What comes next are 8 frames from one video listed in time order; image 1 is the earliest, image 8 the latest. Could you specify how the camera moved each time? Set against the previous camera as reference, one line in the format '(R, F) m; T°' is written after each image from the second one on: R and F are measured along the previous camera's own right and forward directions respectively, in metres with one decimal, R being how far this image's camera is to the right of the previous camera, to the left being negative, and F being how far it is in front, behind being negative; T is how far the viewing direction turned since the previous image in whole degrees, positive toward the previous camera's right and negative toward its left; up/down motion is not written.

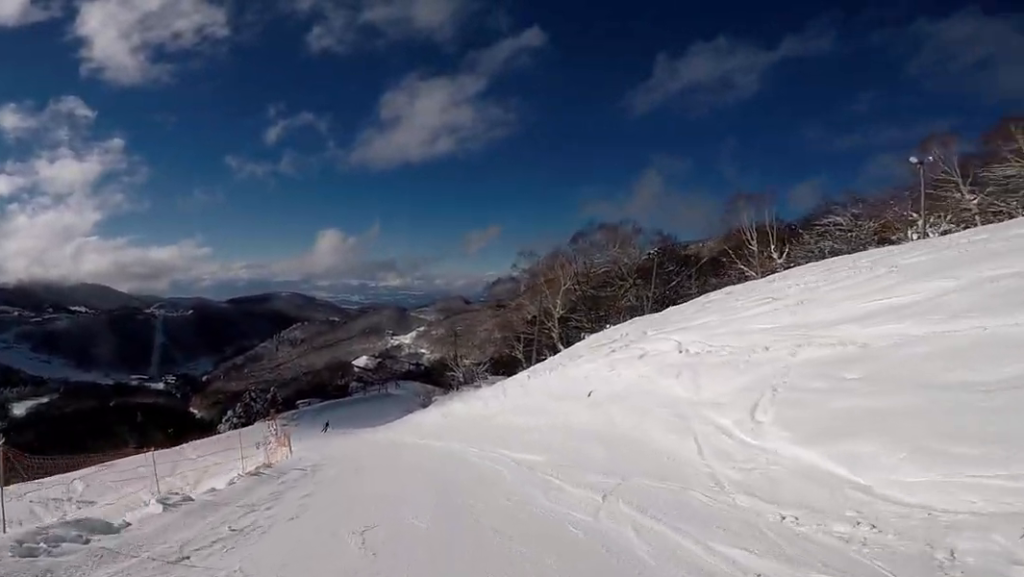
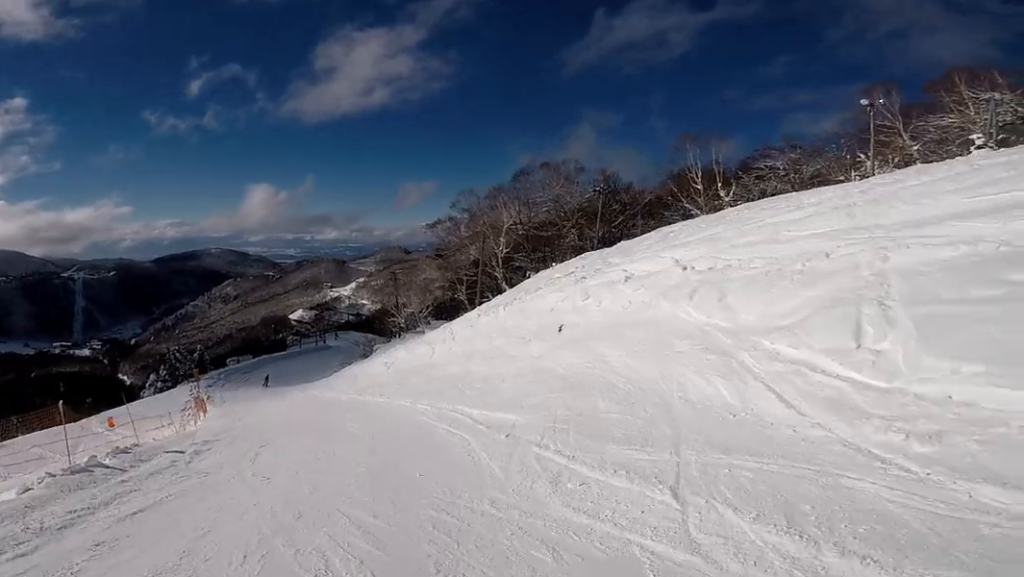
(+0.5, +3.9) m; -4°
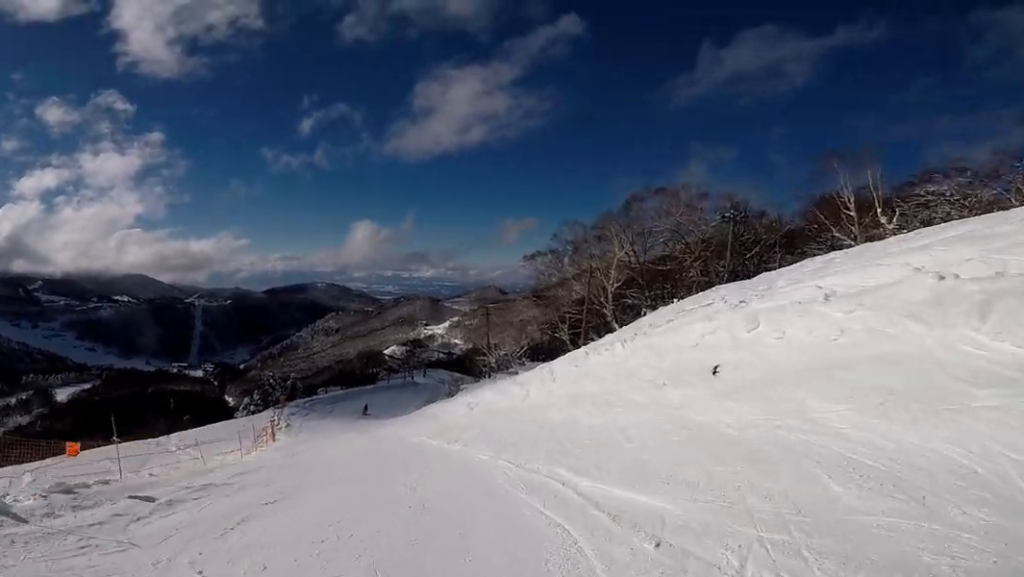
(-0.7, +3.4) m; -7°
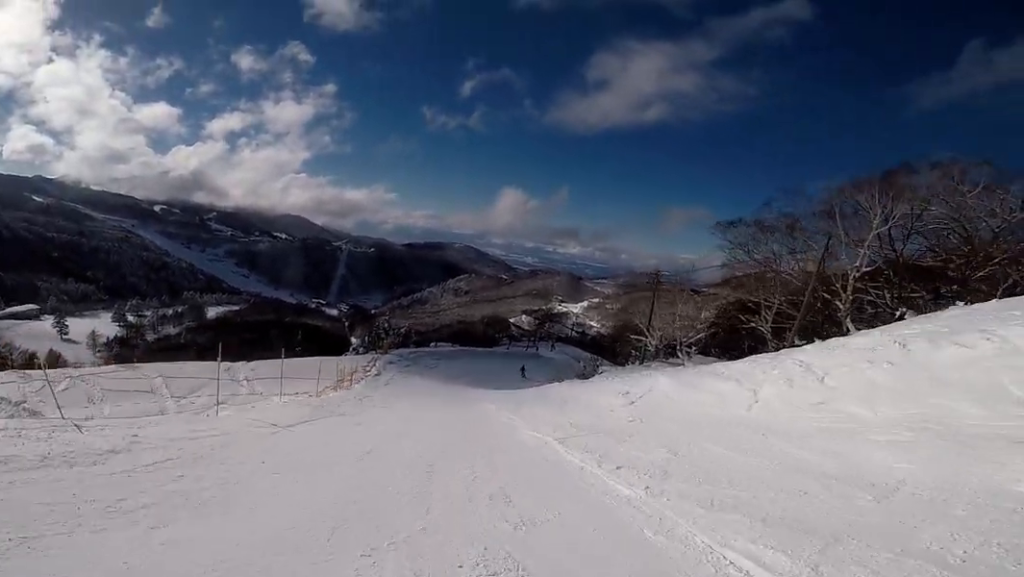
(-0.7, +8.0) m; -5°
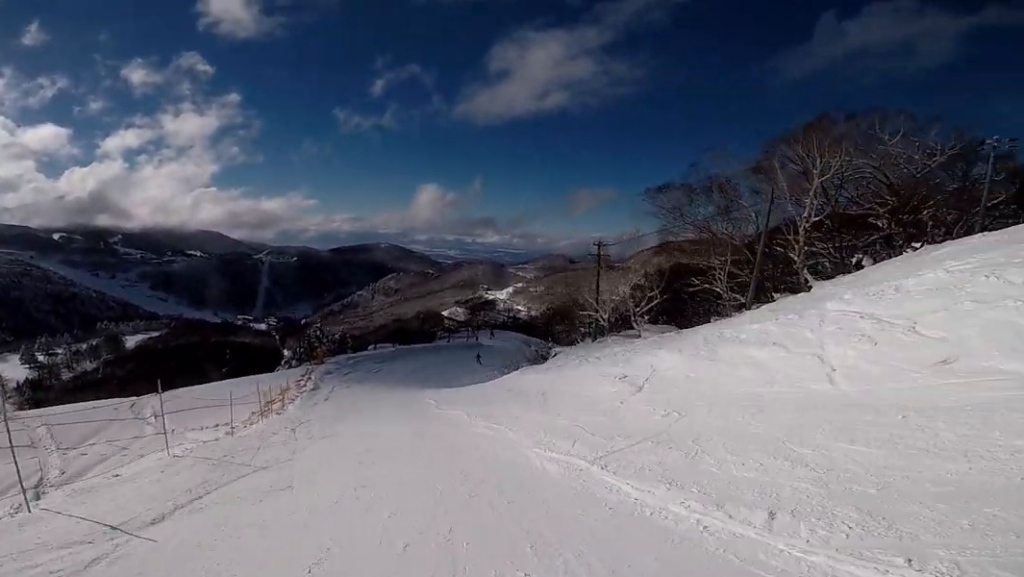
(0.0, +3.9) m; 0°
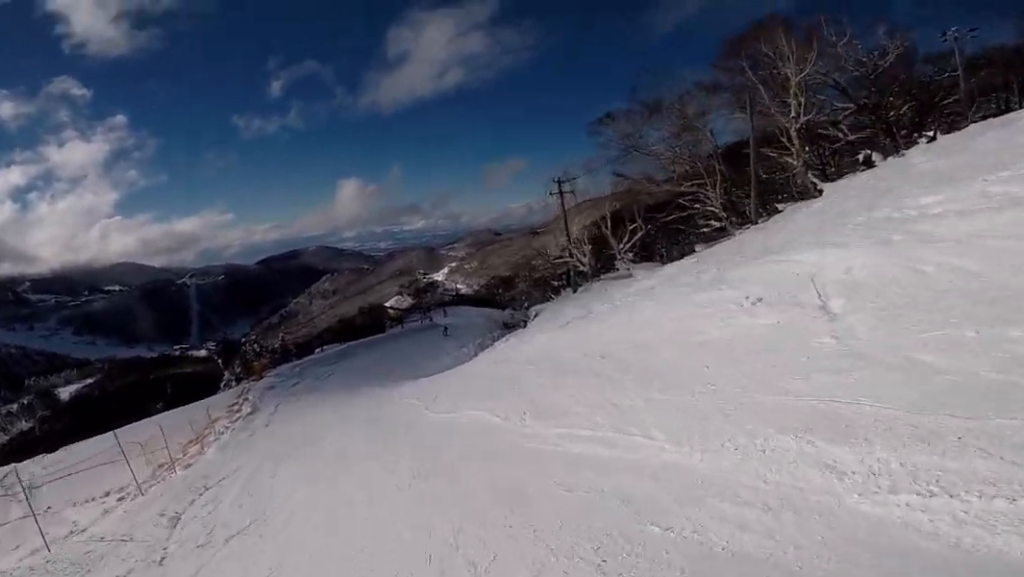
(0.0, +6.5) m; +1°
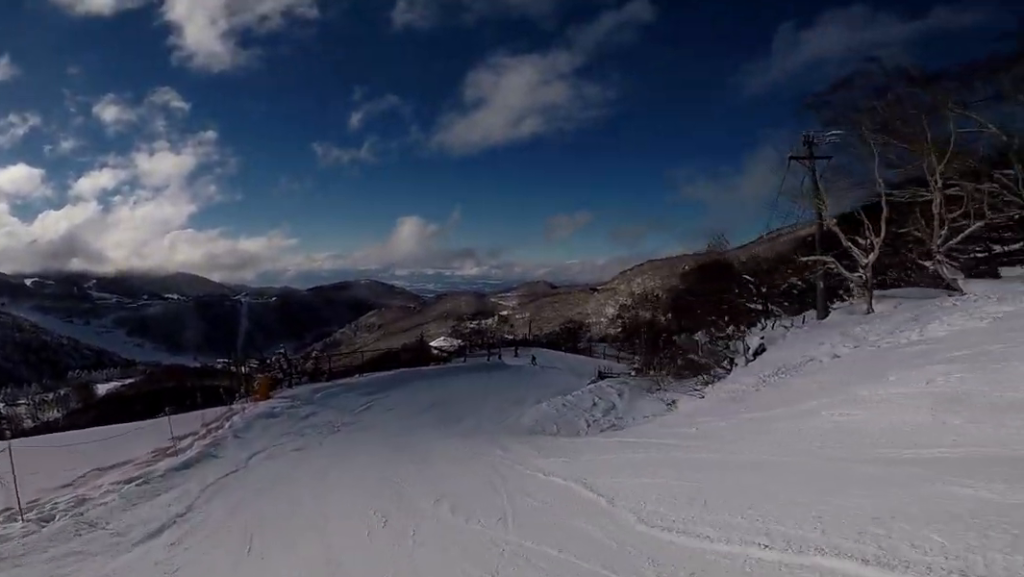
(+1.0, +12.8) m; +11°
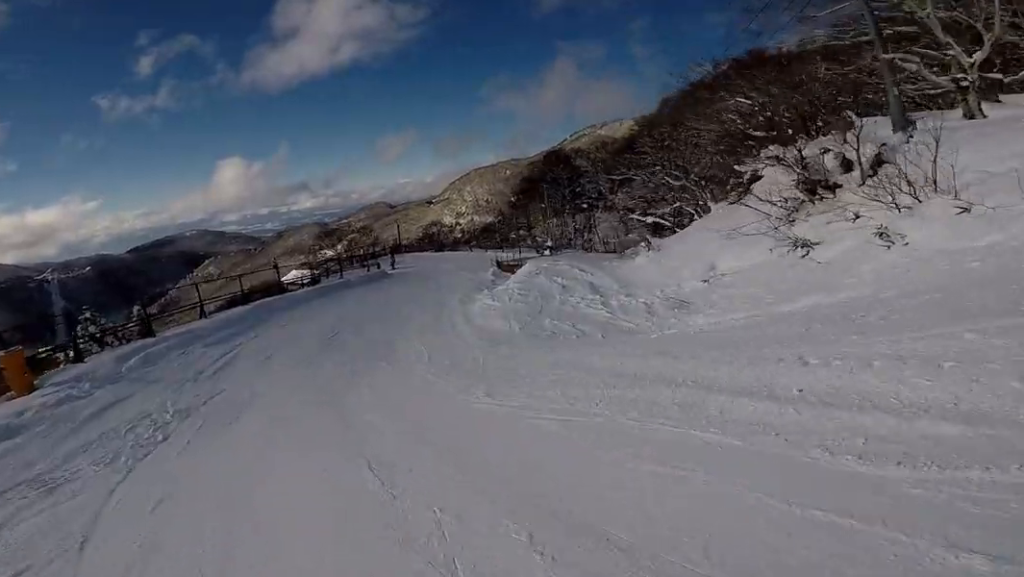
(+0.8, +9.2) m; +8°
